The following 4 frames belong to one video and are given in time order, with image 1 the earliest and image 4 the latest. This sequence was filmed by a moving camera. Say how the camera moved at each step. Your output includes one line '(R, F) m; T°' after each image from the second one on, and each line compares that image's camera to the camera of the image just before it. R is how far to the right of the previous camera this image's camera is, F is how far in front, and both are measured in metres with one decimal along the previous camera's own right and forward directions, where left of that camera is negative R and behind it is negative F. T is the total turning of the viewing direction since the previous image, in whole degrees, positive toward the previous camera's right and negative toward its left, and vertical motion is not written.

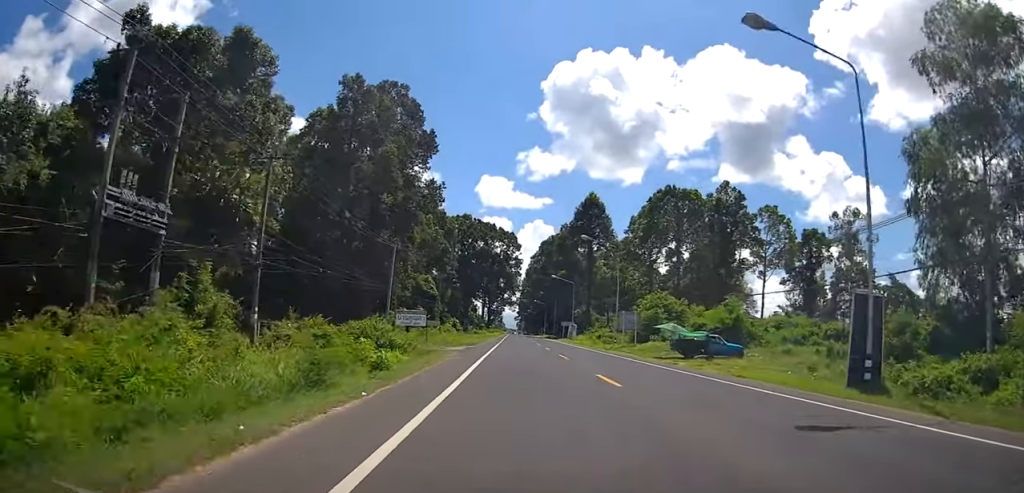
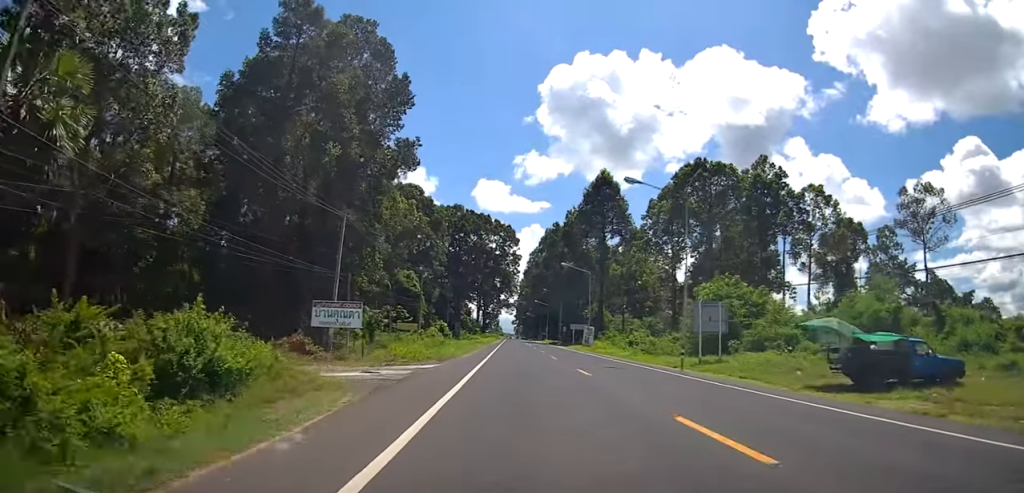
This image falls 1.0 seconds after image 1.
(-0.4, +19.6) m; -1°
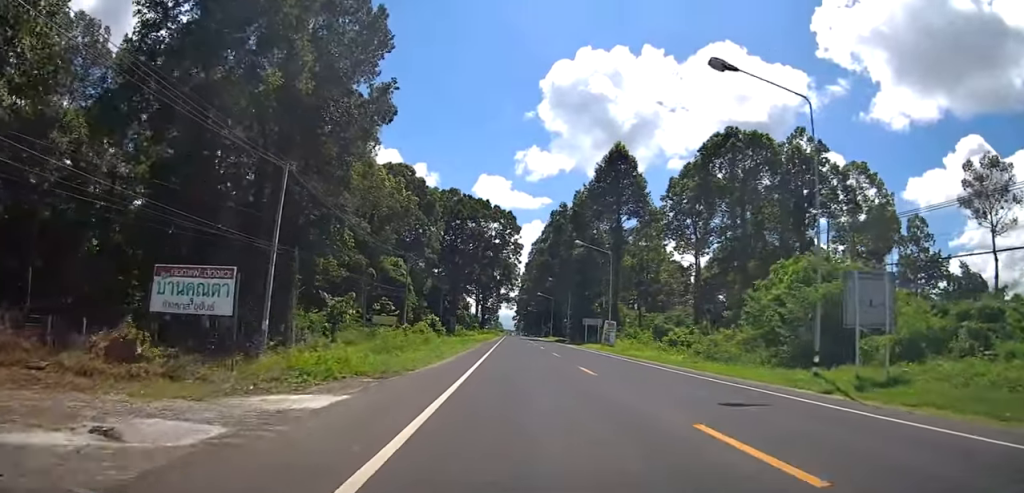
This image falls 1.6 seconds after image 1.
(-0.4, +13.2) m; 0°
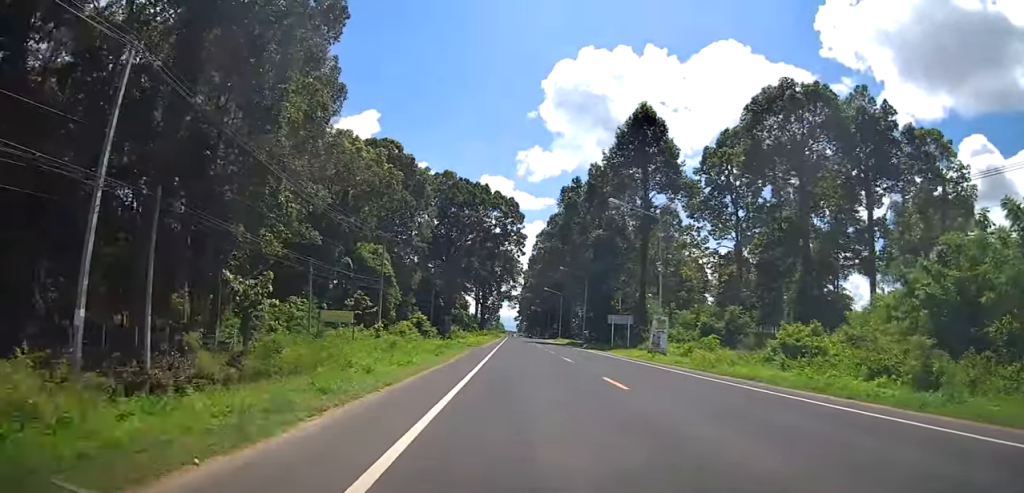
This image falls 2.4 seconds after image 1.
(+0.7, +16.4) m; 0°
